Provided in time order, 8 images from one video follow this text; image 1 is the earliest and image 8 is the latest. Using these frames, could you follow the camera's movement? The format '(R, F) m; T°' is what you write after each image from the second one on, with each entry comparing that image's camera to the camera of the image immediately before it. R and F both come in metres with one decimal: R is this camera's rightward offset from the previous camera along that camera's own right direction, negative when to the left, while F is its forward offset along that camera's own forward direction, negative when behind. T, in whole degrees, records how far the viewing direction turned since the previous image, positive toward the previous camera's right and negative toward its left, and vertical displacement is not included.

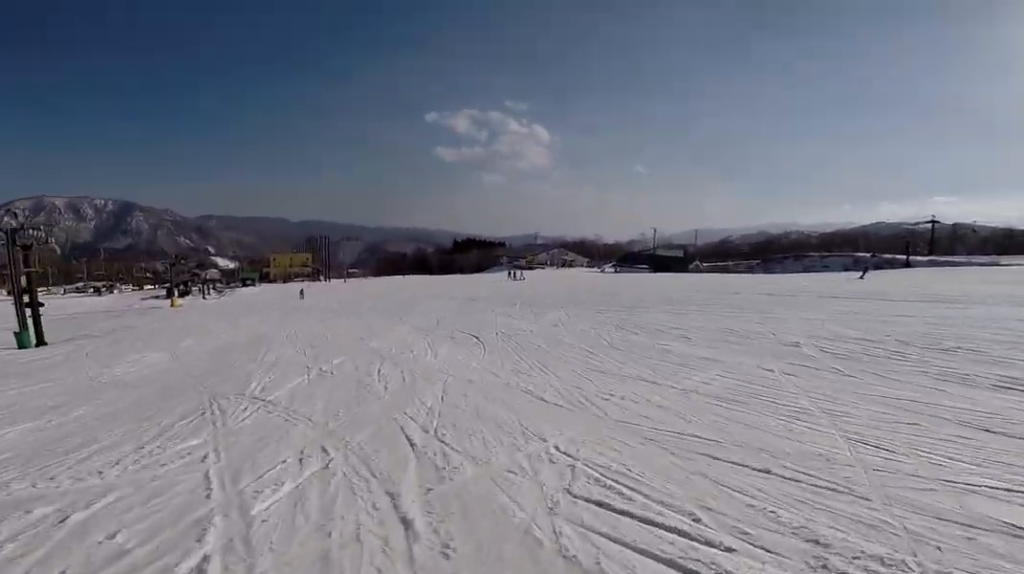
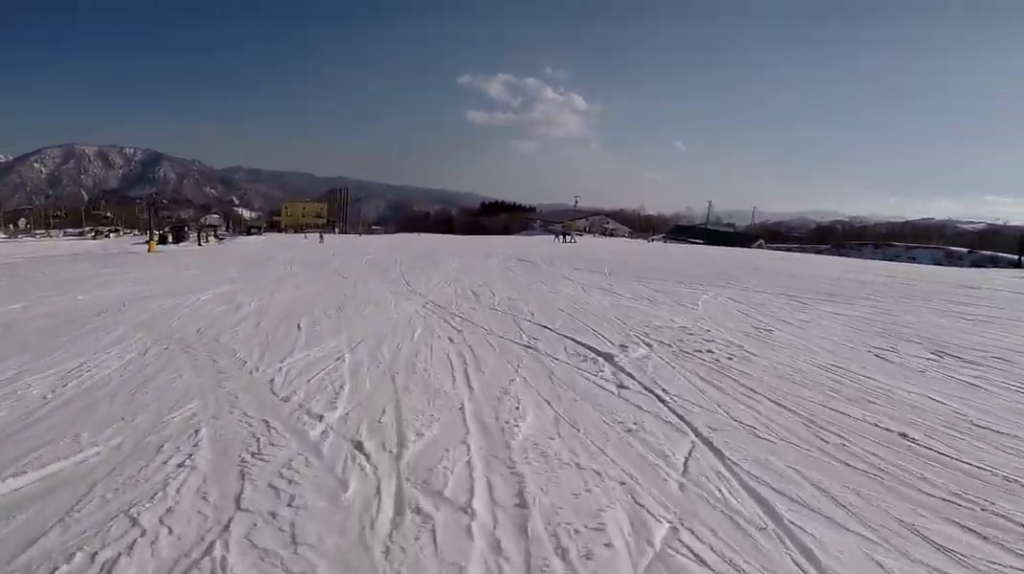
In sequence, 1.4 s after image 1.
(-1.0, +12.1) m; -10°
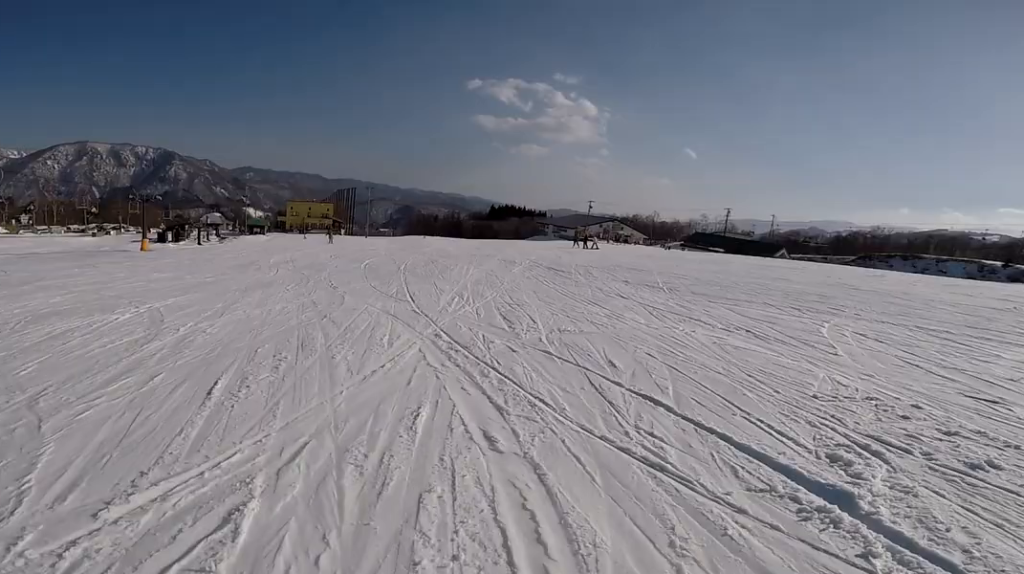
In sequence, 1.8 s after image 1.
(-0.7, +3.7) m; 0°
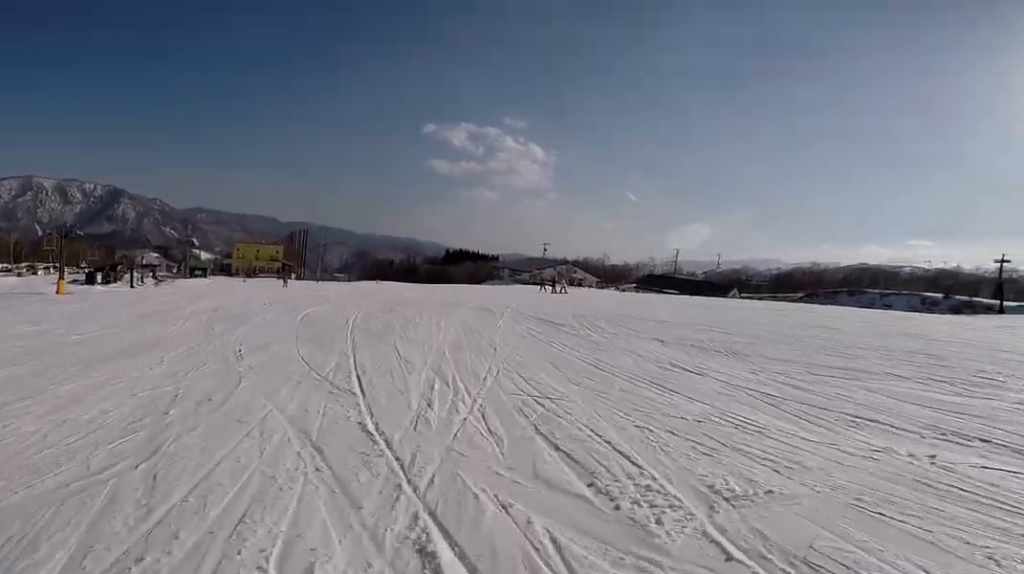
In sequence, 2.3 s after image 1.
(+0.1, +5.1) m; +1°
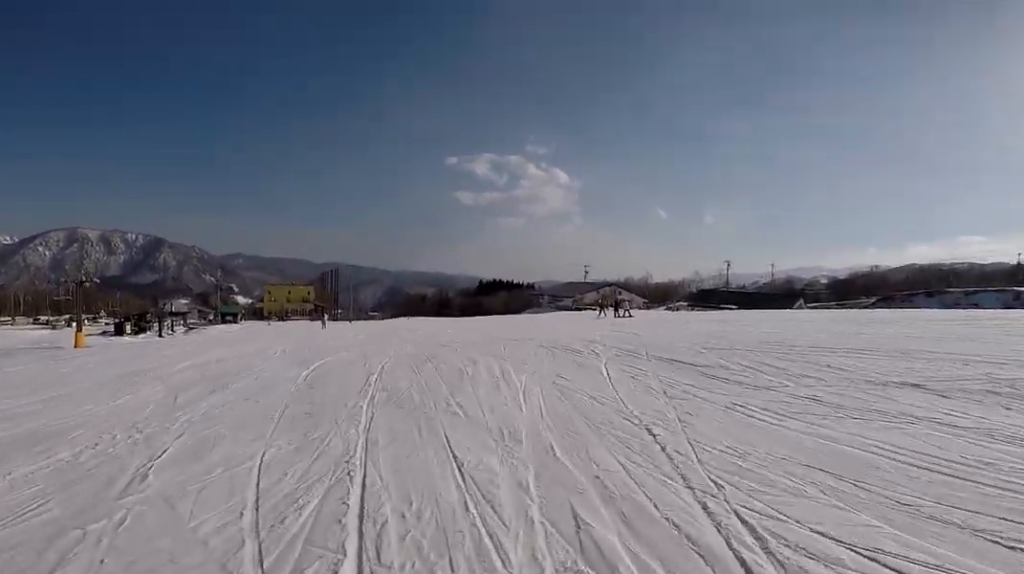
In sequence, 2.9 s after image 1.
(+0.8, +5.2) m; +2°
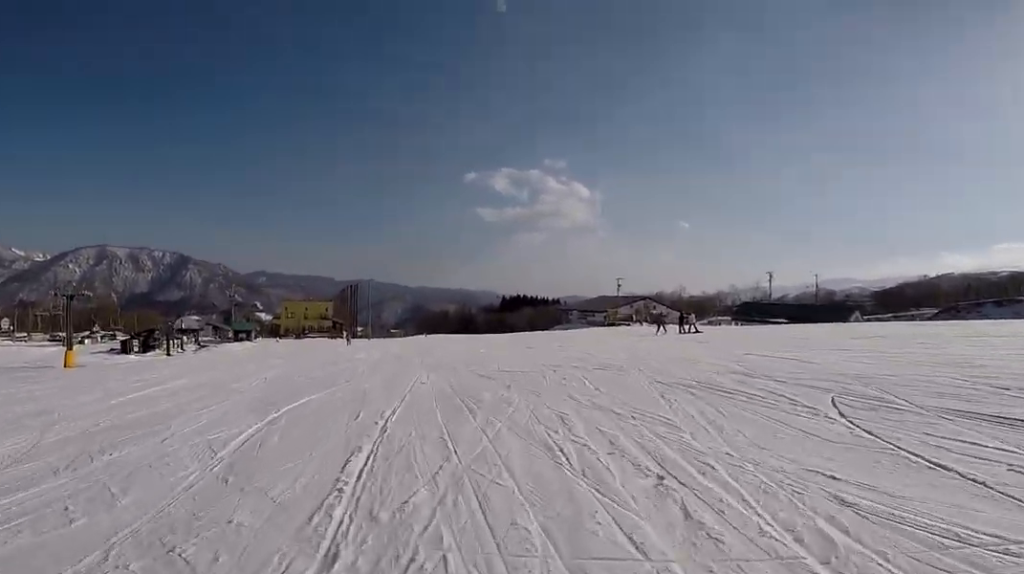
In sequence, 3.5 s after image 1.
(-0.3, +5.7) m; -1°
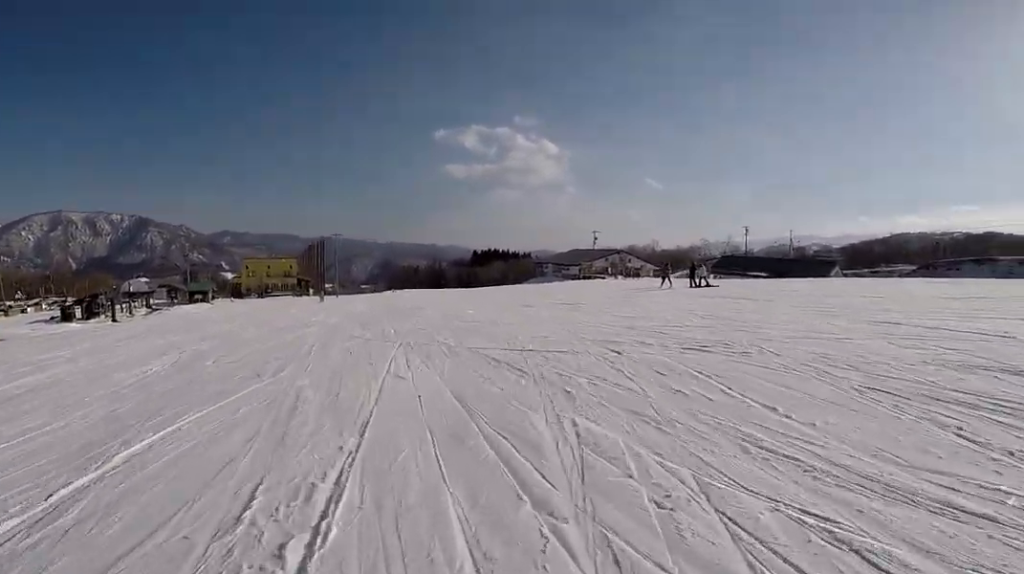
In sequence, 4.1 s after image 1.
(-0.4, +4.8) m; -1°
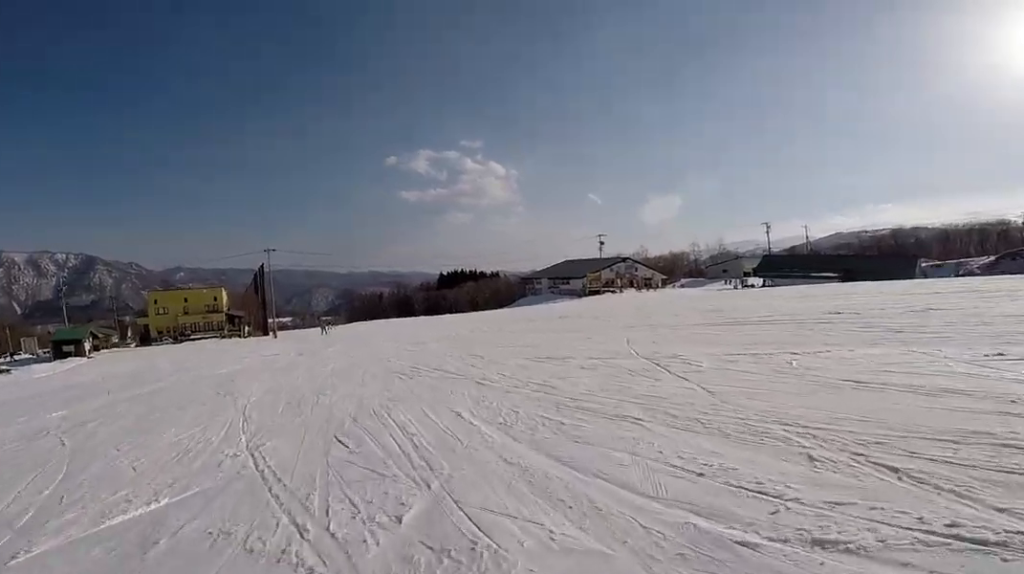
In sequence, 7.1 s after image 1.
(+2.6, +25.1) m; +7°
